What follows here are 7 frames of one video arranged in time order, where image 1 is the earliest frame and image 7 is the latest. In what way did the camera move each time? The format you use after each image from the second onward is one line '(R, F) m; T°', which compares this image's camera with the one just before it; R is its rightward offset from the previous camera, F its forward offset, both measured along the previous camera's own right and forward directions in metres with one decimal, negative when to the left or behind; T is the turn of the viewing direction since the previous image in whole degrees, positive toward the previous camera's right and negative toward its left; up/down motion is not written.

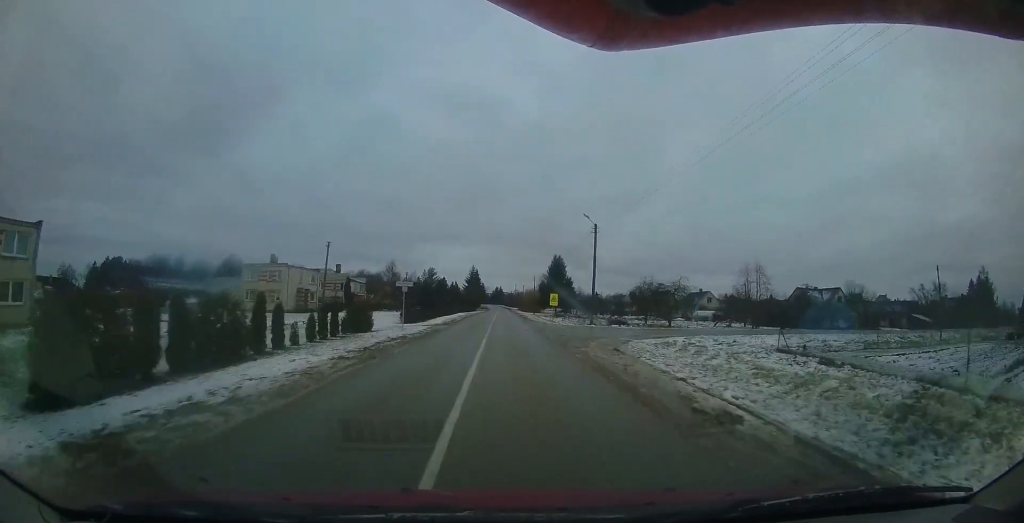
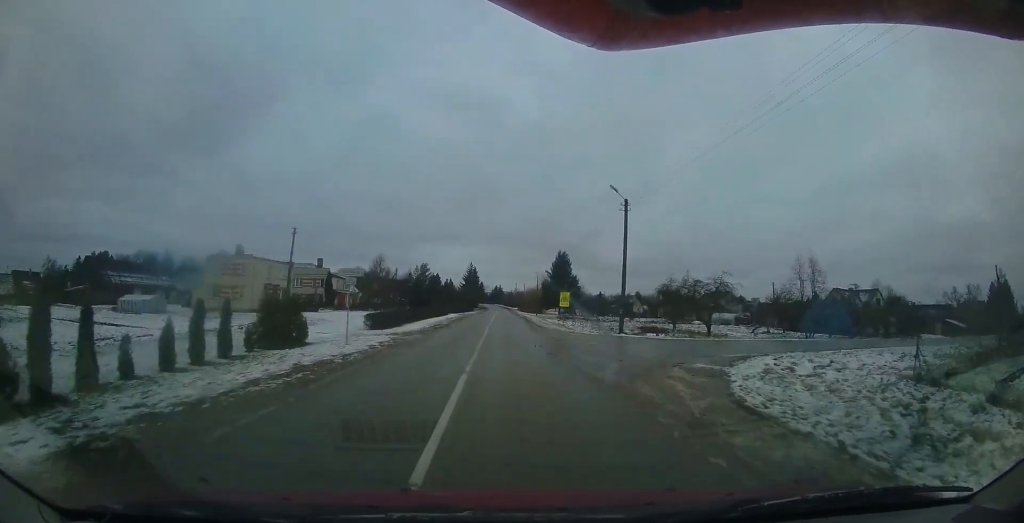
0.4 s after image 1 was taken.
(-0.1, +7.1) m; +1°
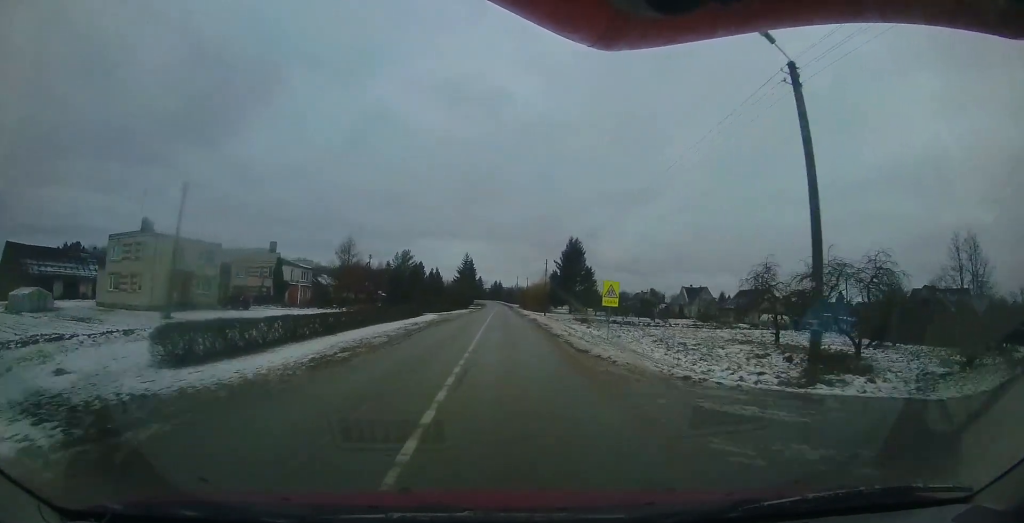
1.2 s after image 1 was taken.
(+0.3, +13.8) m; 0°
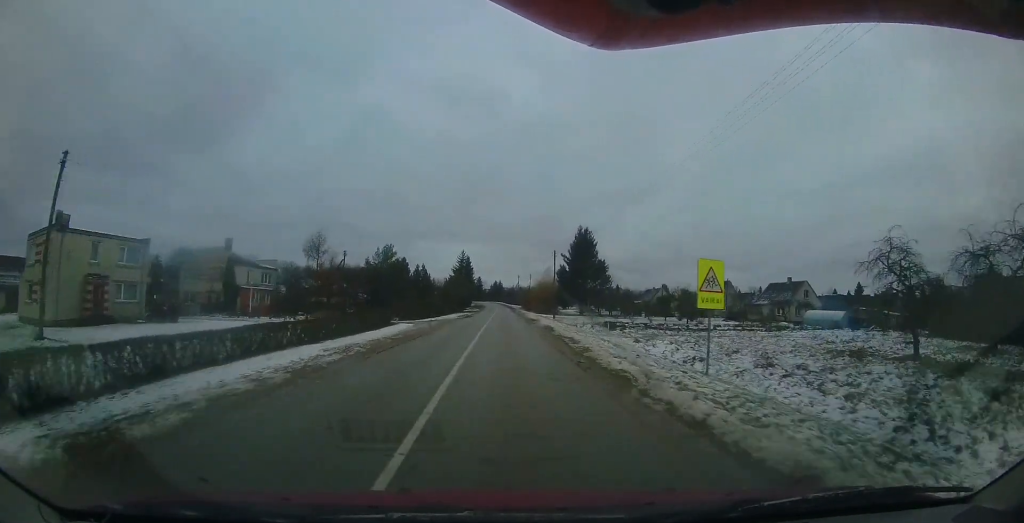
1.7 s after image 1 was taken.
(+0.1, +9.0) m; 0°
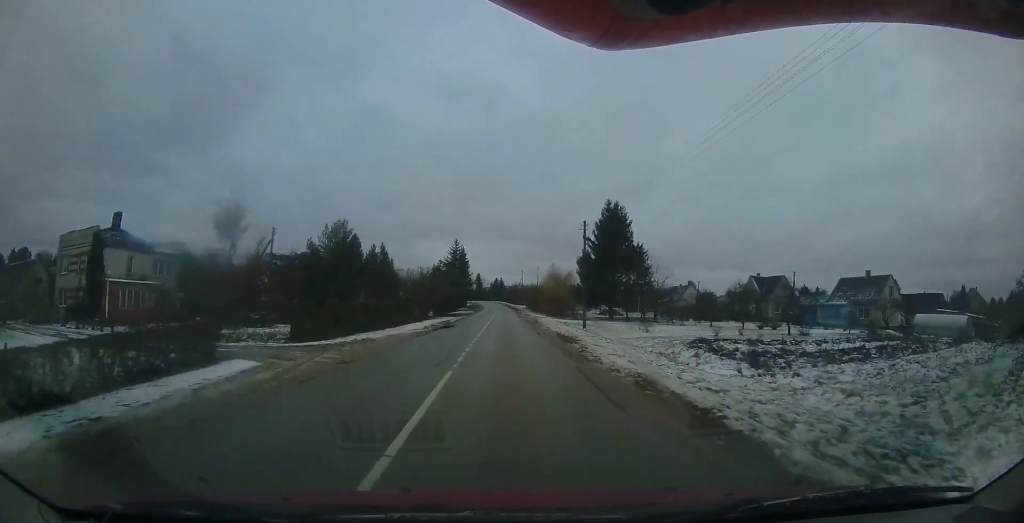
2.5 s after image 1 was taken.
(-0.3, +15.8) m; -1°
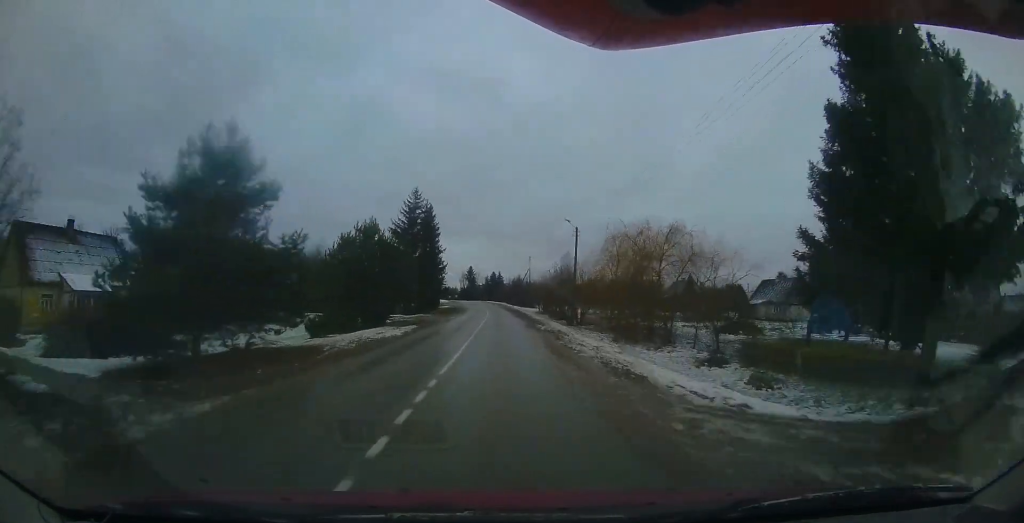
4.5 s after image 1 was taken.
(-0.2, +35.7) m; +1°
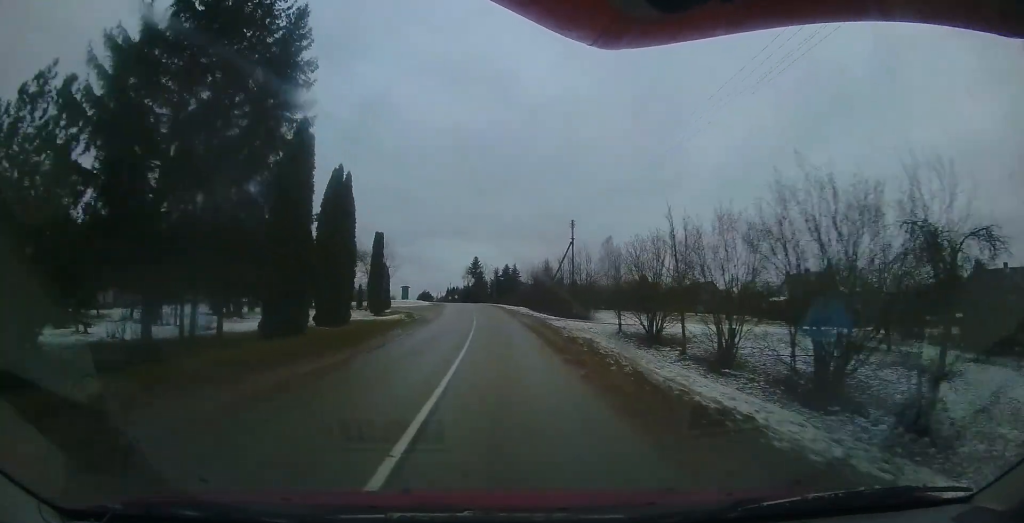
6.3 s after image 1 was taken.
(0.0, +35.0) m; -2°
